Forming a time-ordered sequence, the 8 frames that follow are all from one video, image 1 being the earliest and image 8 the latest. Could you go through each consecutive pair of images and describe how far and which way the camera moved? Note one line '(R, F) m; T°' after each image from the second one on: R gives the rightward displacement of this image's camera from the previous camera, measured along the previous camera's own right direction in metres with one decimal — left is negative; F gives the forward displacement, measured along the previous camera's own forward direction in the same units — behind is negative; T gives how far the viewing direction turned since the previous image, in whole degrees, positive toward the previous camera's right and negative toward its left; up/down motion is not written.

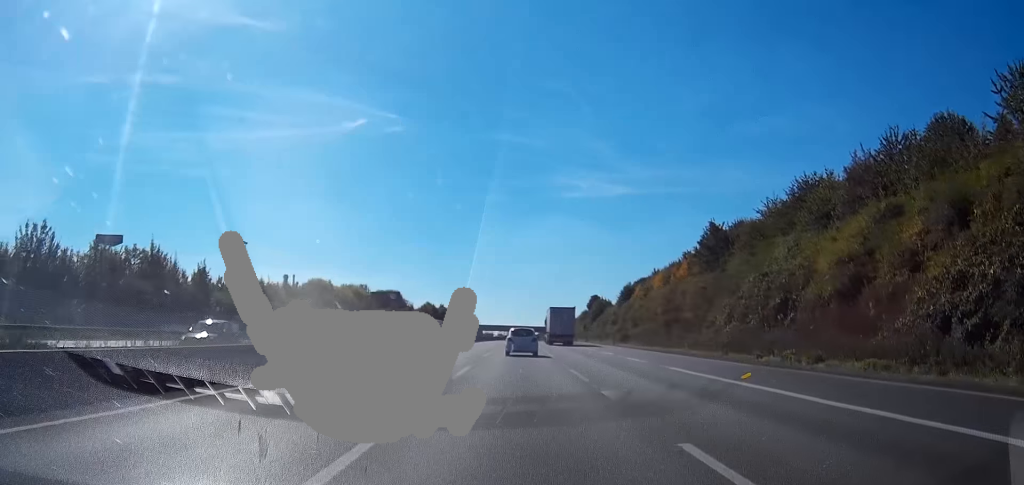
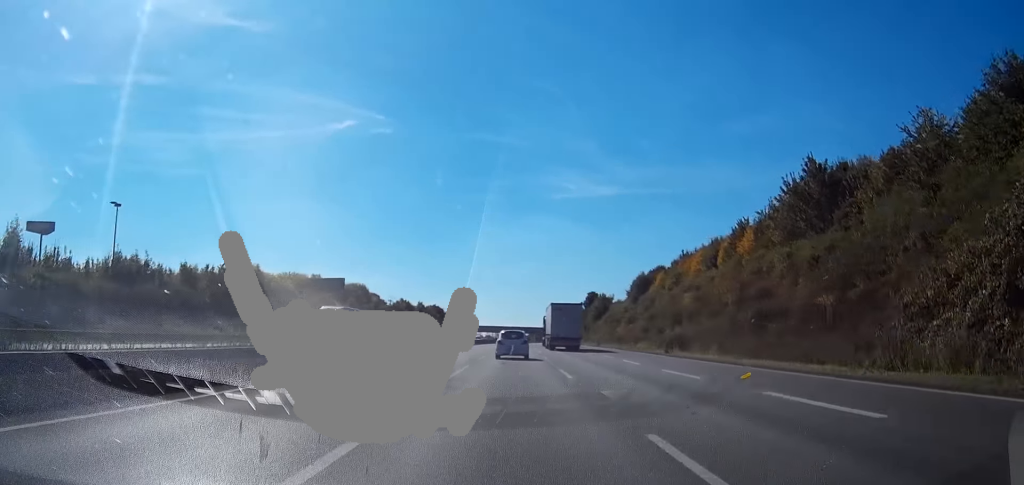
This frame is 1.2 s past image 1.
(+0.5, +36.1) m; +1°
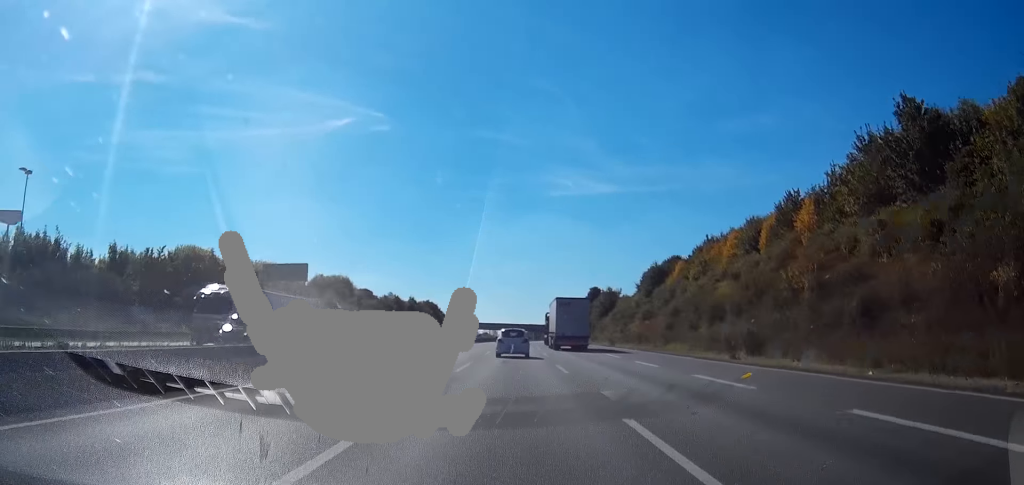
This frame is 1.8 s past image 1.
(+0.1, +16.9) m; 0°
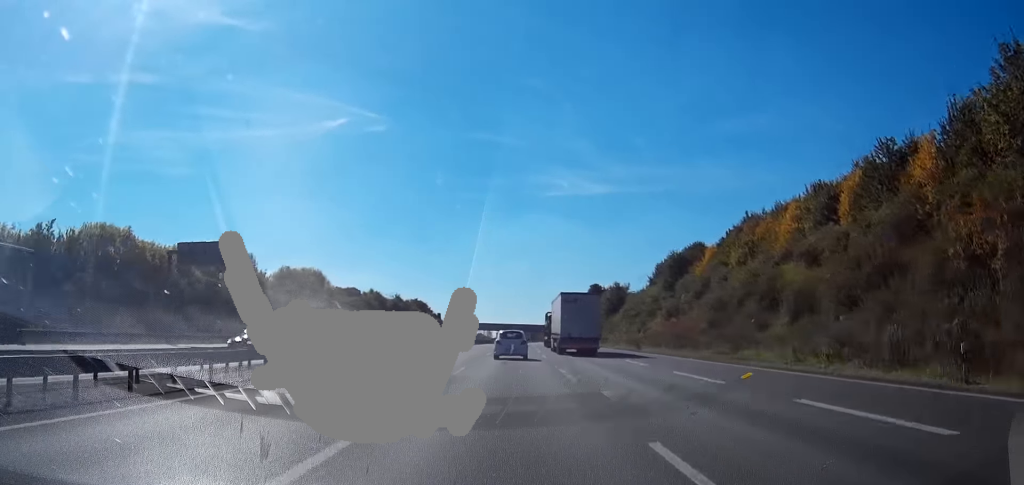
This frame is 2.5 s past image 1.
(0.0, +20.7) m; +1°
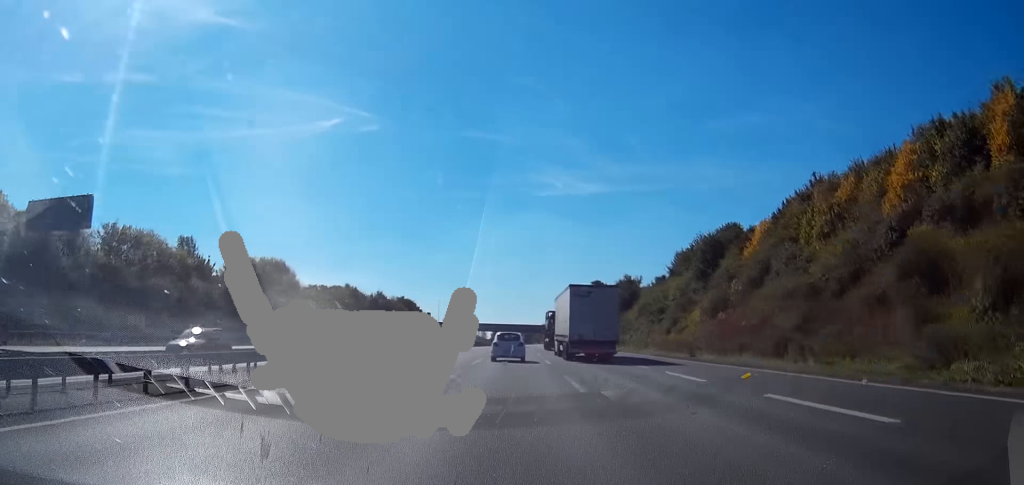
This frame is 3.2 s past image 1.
(+0.2, +21.8) m; +1°
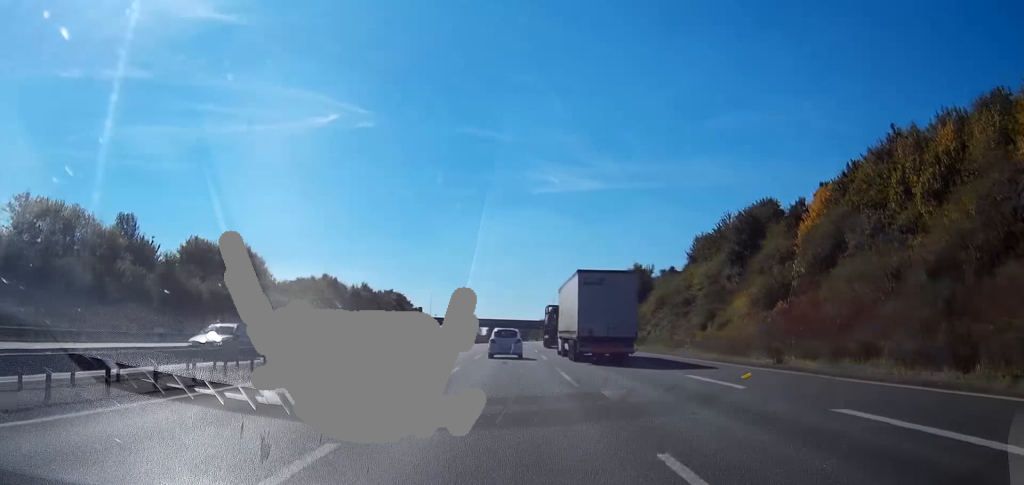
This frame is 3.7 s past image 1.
(+0.1, +15.9) m; +1°
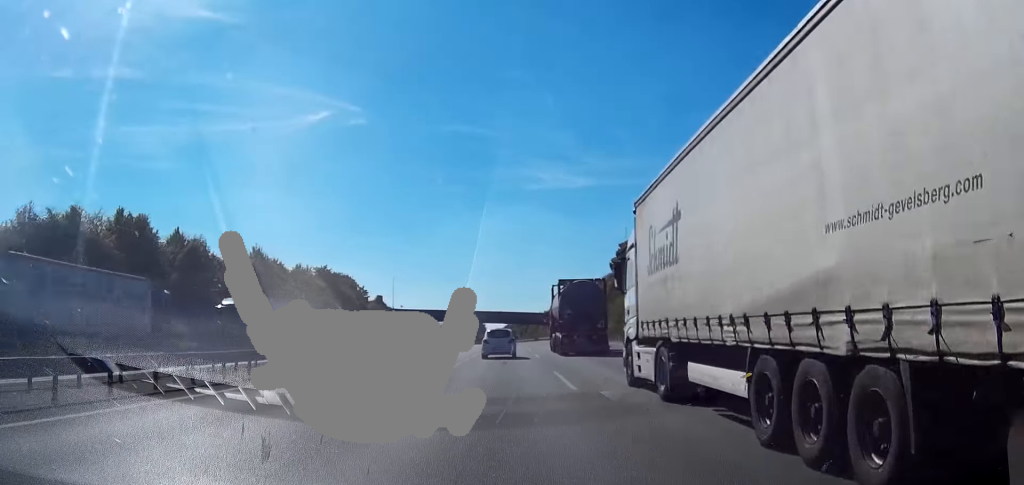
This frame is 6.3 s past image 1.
(-0.3, +76.3) m; -1°
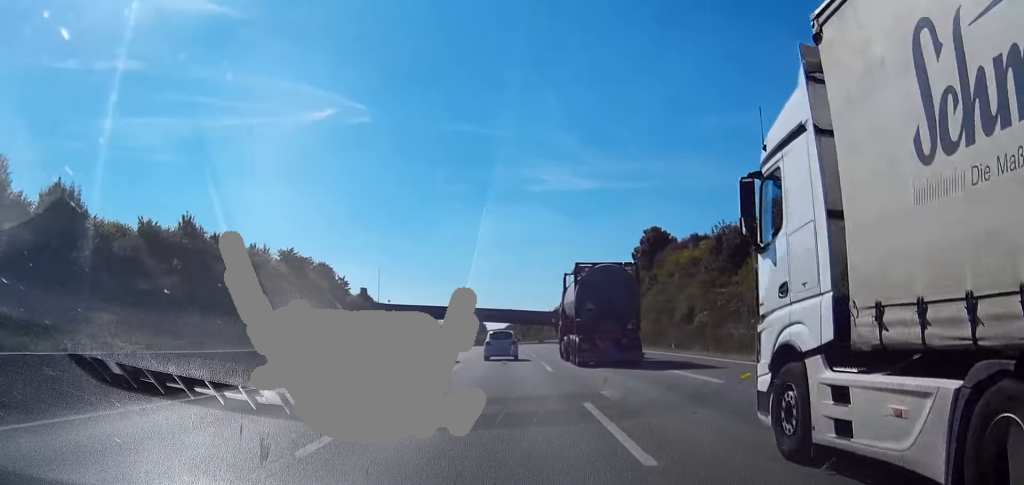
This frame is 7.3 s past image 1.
(+0.1, +27.2) m; 0°
